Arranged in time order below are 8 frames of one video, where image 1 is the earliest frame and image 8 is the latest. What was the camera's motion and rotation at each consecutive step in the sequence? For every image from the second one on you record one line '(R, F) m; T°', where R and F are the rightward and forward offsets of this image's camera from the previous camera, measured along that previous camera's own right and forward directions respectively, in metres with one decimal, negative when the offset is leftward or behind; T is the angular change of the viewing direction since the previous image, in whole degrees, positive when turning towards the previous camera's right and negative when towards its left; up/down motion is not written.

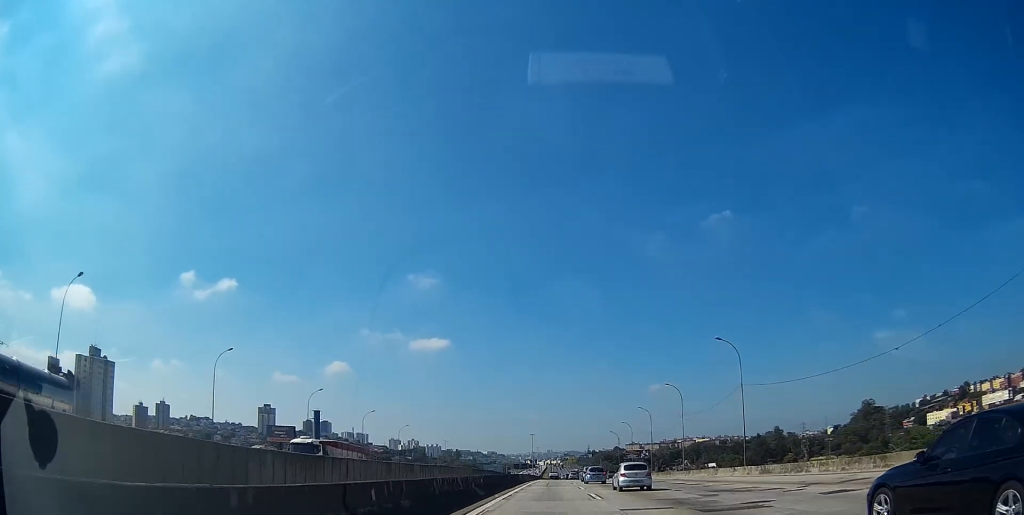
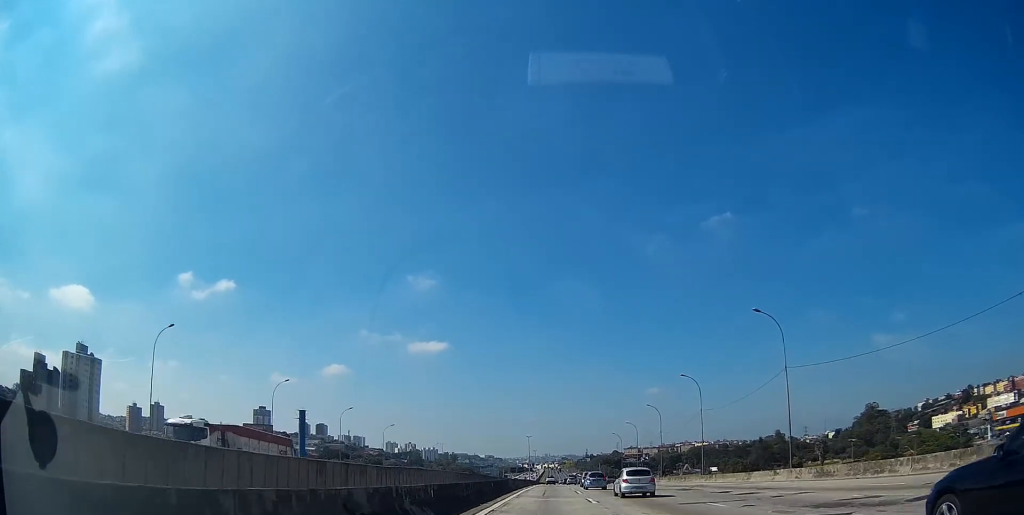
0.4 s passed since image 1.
(0.0, +11.7) m; 0°
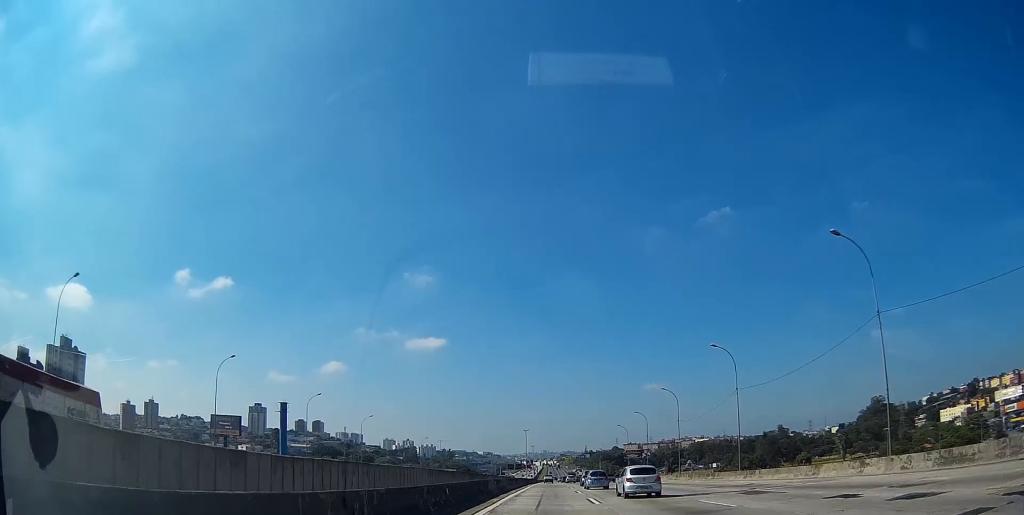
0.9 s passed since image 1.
(+0.1, +14.9) m; 0°
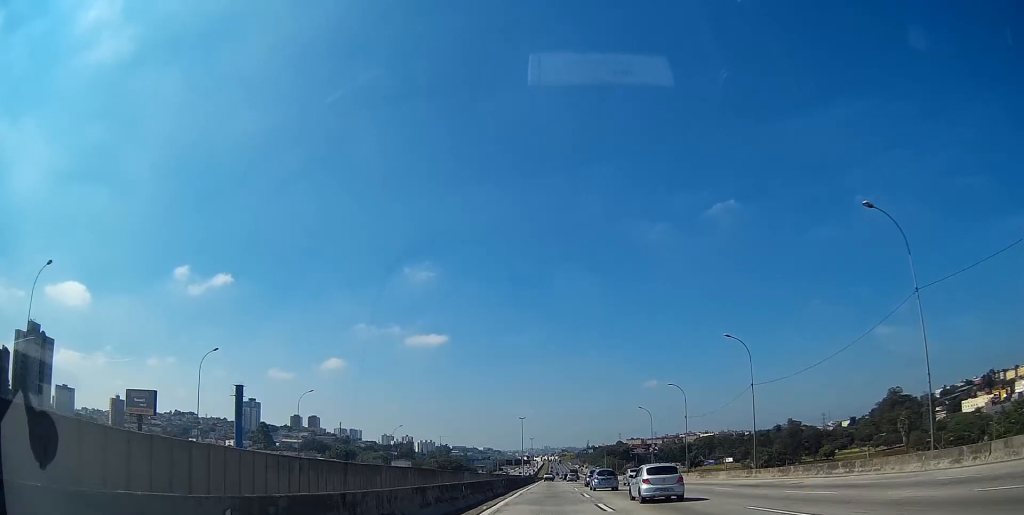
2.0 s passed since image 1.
(+0.1, +33.0) m; 0°
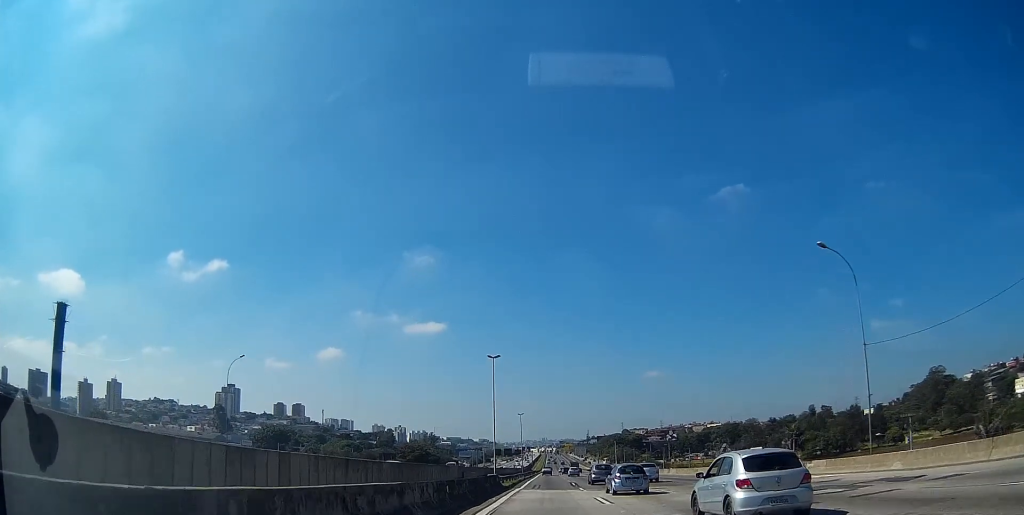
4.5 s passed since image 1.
(+0.4, +71.2) m; 0°
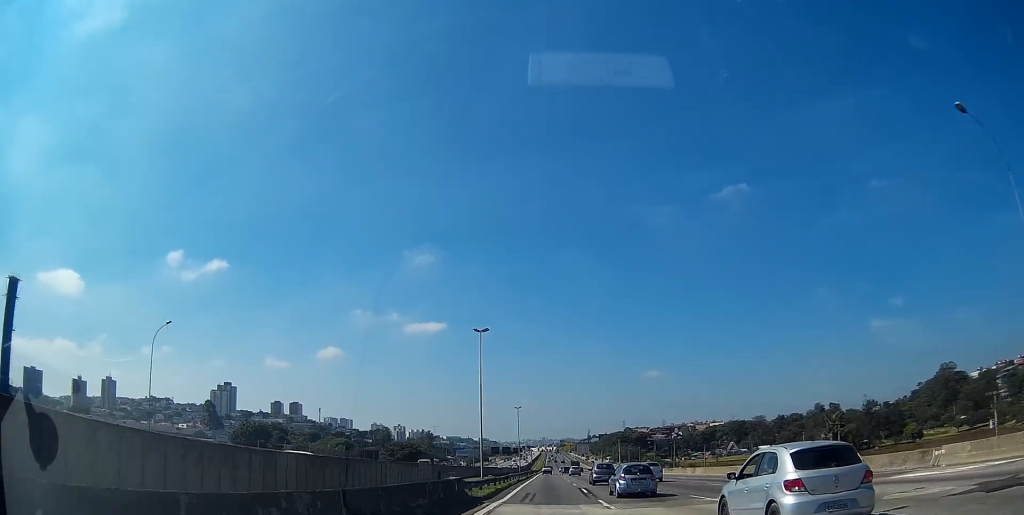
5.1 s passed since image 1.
(-0.1, +15.6) m; 0°
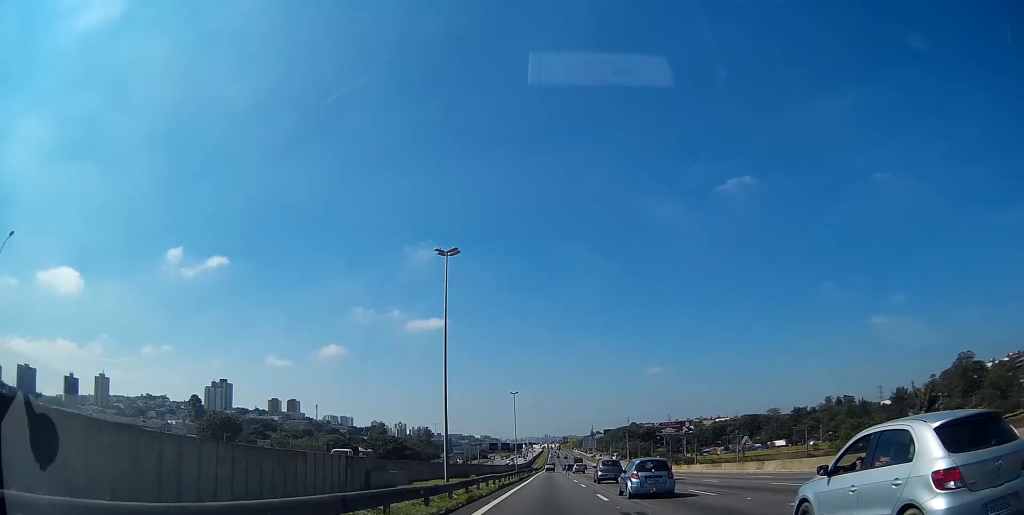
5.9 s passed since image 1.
(0.0, +25.1) m; 0°
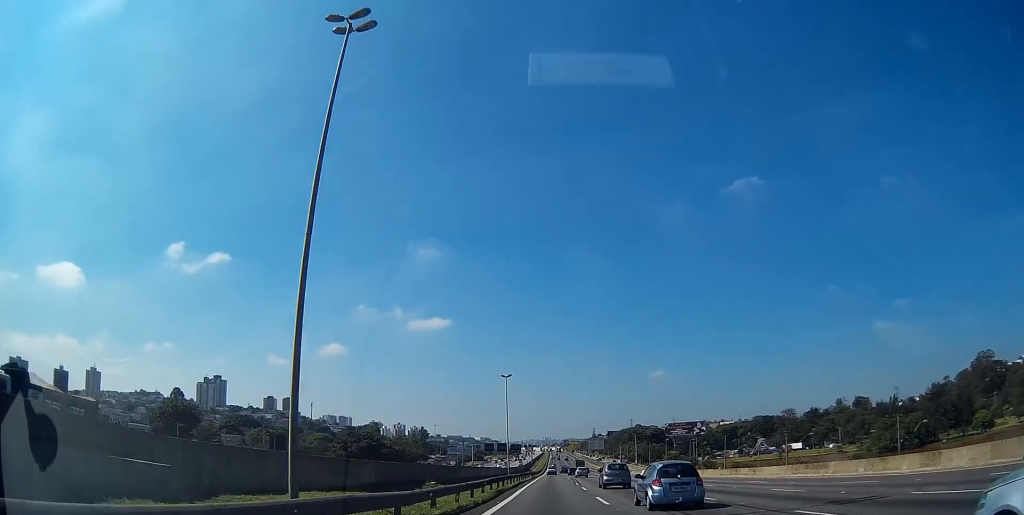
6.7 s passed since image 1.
(0.0, +25.8) m; 0°
